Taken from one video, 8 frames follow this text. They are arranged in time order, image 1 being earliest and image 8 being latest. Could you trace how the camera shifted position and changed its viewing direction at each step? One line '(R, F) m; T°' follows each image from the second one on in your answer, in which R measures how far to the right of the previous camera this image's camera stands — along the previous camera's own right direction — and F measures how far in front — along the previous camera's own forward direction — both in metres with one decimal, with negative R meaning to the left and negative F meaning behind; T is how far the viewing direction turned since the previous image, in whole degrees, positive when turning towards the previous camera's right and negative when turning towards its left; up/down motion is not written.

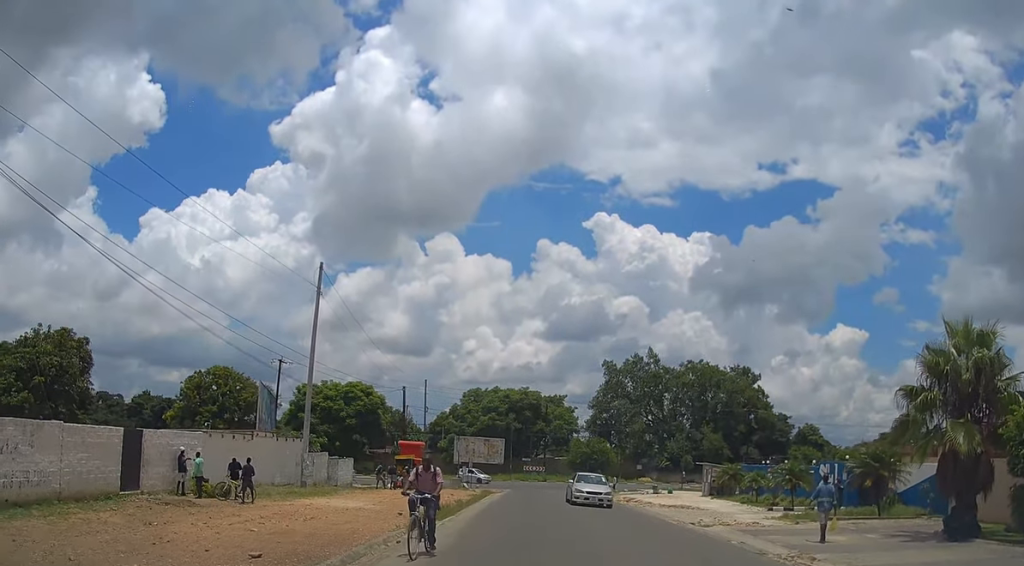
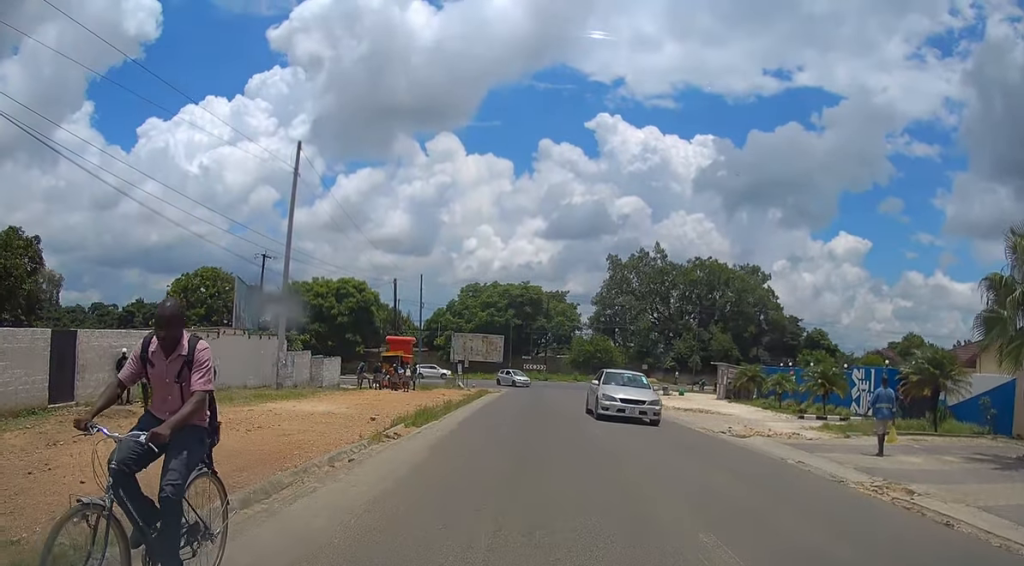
(+0.4, +4.0) m; +3°
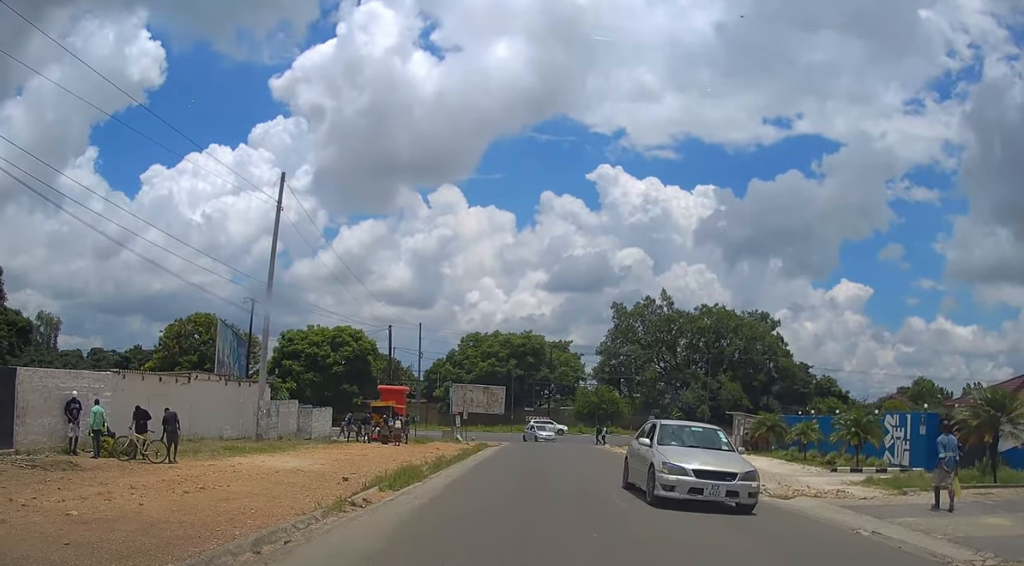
(-0.1, +3.0) m; 0°
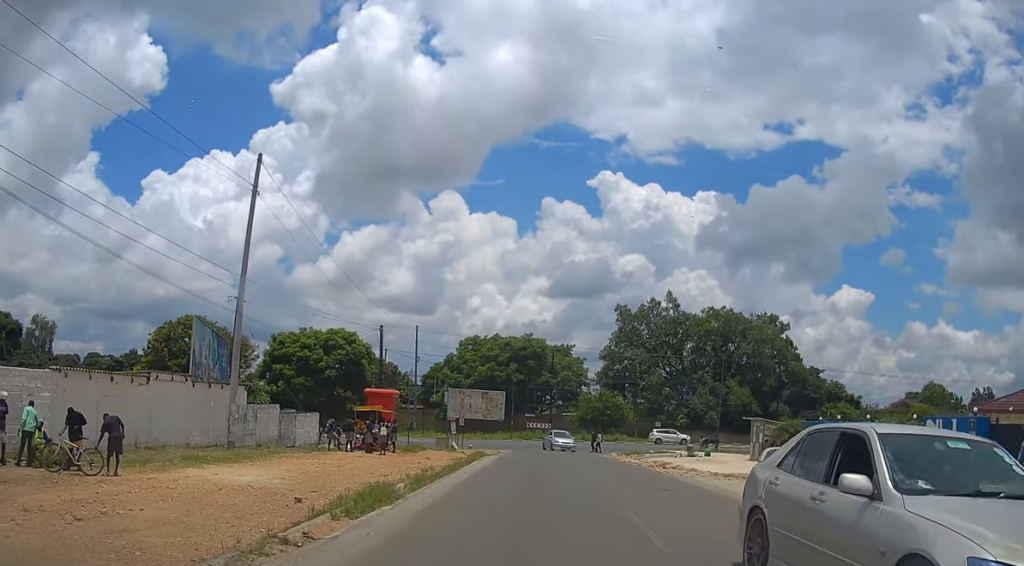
(0.0, +3.2) m; -1°
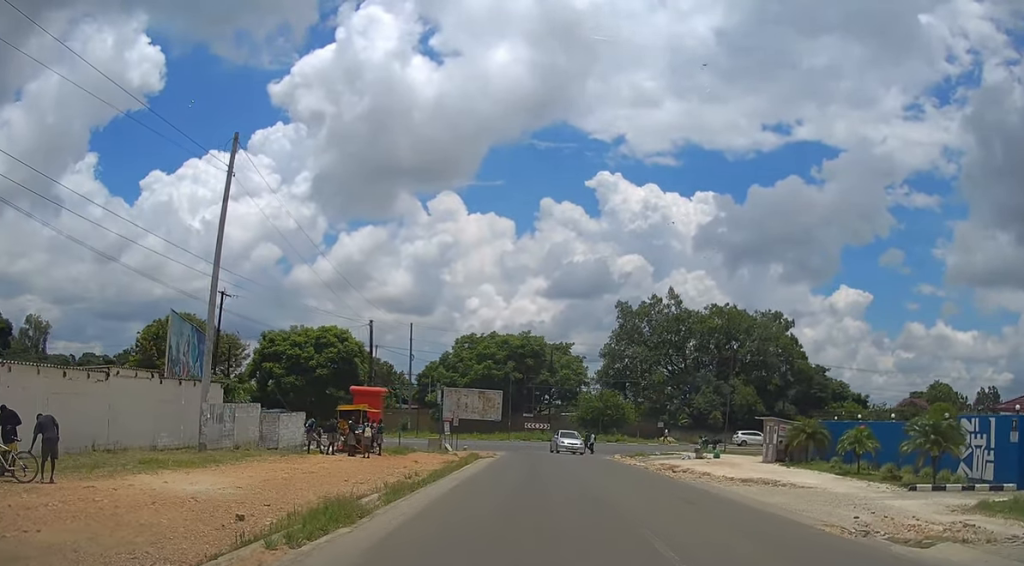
(+0.1, +2.3) m; -1°
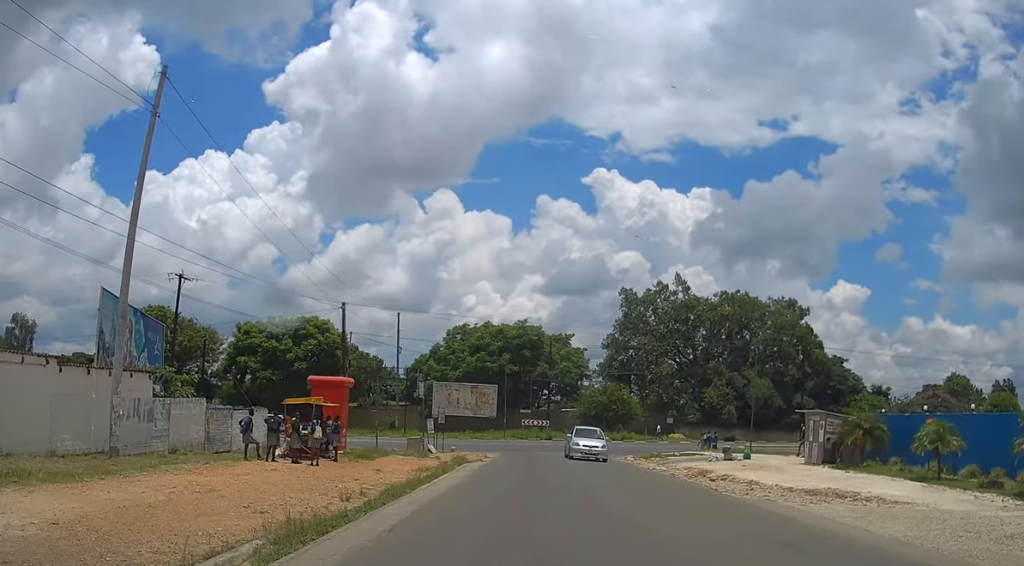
(-0.3, +5.8) m; -3°
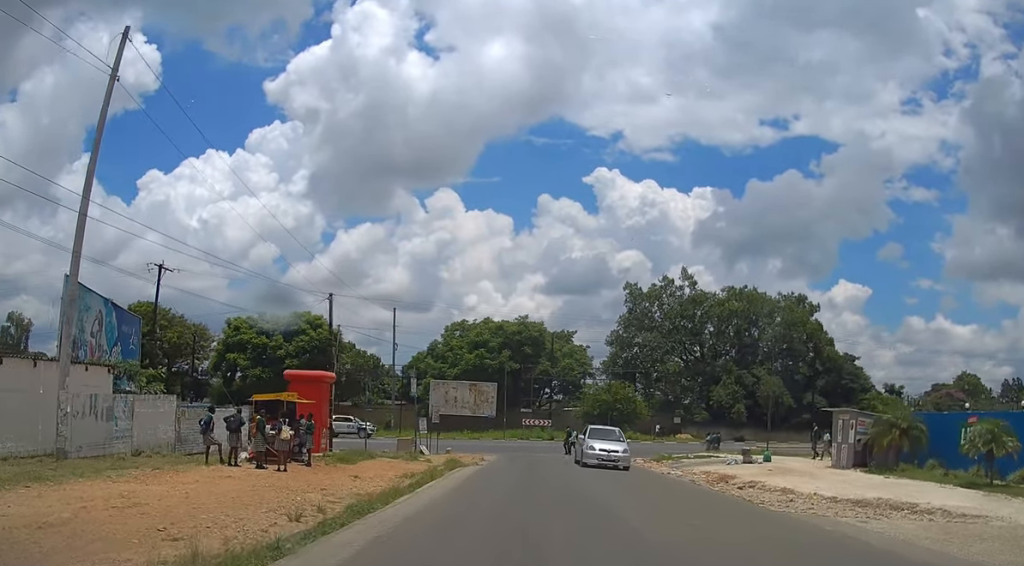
(0.0, +2.8) m; 0°
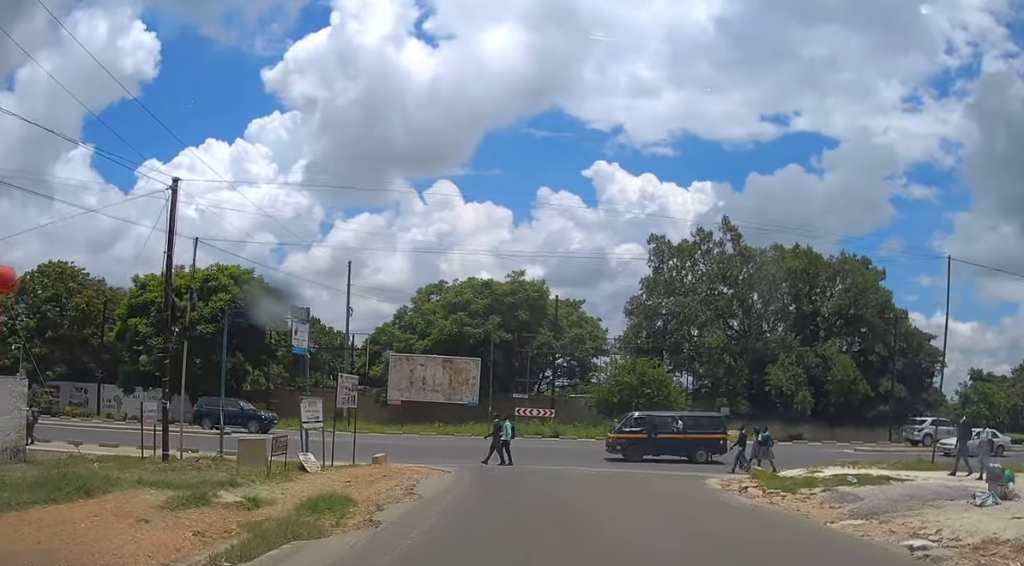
(+0.5, +17.0) m; +3°
